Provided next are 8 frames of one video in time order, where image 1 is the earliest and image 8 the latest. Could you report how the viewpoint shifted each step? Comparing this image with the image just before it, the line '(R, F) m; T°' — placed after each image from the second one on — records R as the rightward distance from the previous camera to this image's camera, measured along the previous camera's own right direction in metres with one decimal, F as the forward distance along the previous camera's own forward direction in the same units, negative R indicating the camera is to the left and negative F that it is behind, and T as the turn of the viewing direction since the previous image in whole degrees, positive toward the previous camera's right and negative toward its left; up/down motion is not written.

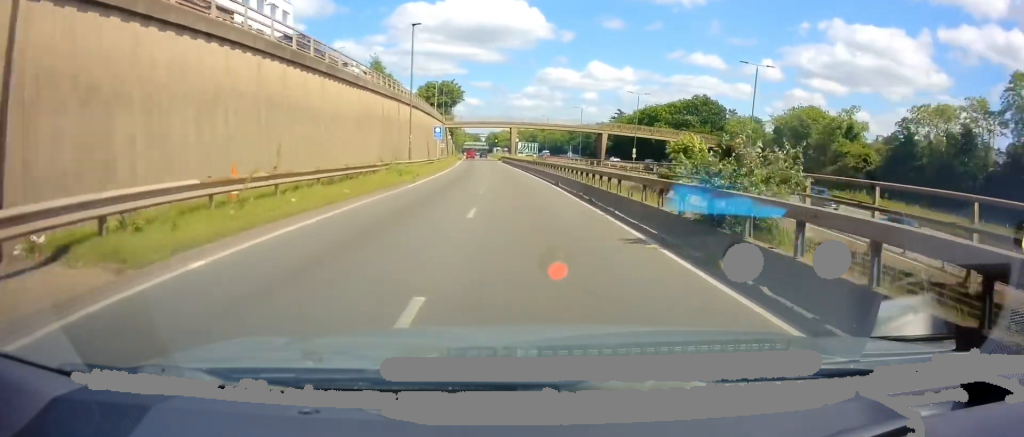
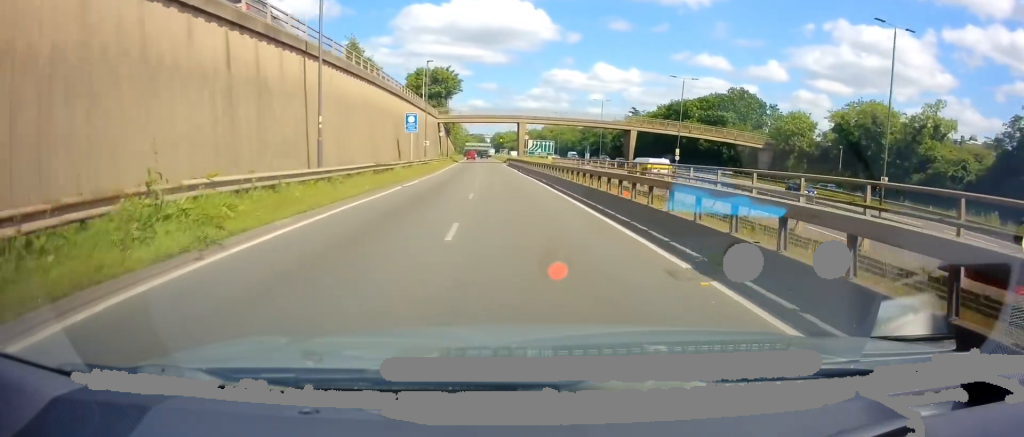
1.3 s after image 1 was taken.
(0.0, +19.6) m; 0°
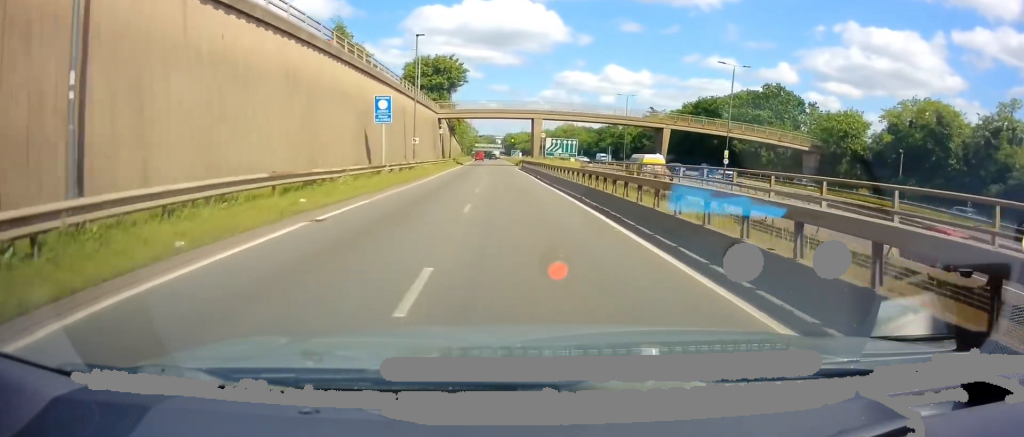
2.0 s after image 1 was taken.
(0.0, +12.4) m; -1°
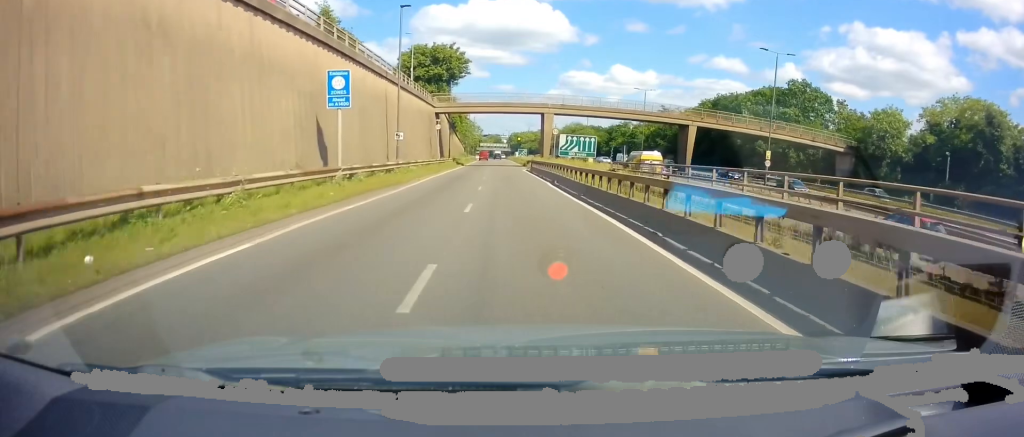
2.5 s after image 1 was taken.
(+0.1, +8.2) m; -1°
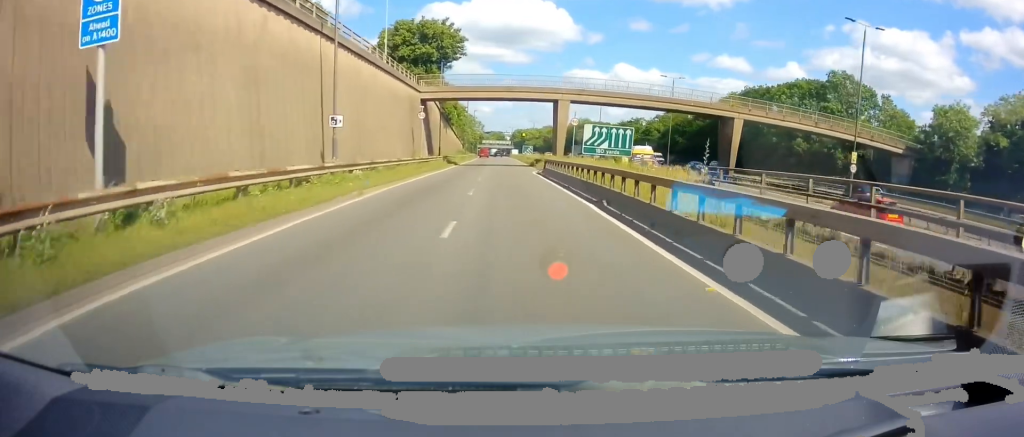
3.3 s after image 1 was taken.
(-0.4, +12.8) m; 0°
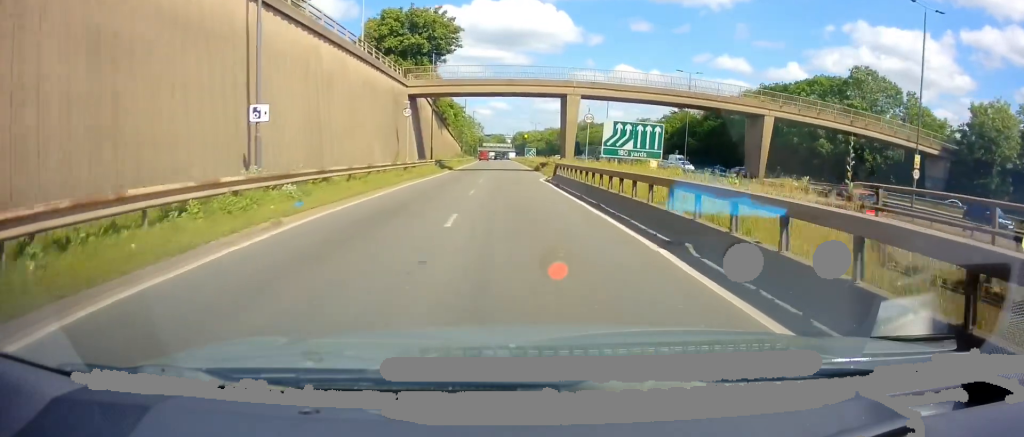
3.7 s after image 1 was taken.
(+0.1, +6.7) m; 0°
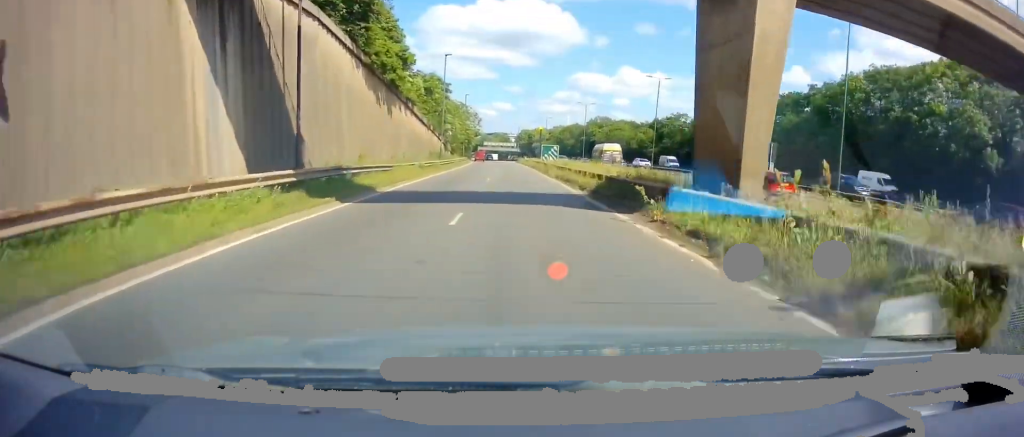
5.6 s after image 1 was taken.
(-0.2, +32.6) m; -2°
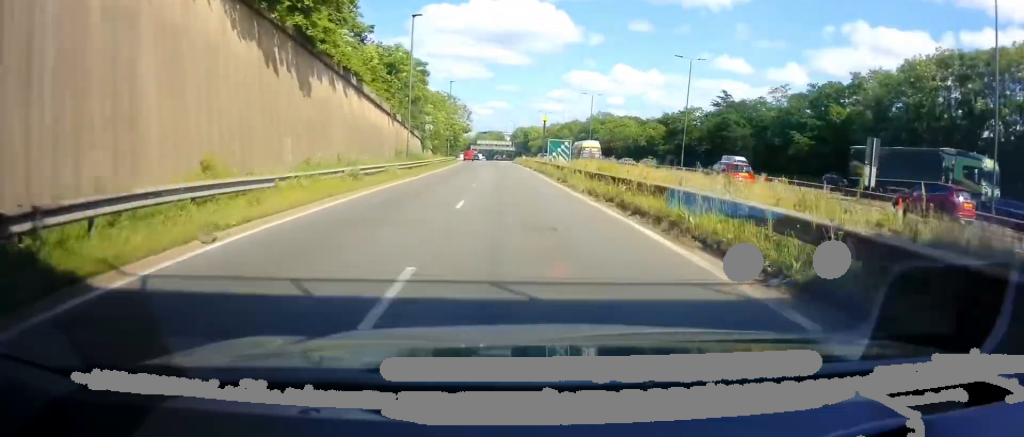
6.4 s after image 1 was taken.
(-0.1, +14.8) m; +1°
